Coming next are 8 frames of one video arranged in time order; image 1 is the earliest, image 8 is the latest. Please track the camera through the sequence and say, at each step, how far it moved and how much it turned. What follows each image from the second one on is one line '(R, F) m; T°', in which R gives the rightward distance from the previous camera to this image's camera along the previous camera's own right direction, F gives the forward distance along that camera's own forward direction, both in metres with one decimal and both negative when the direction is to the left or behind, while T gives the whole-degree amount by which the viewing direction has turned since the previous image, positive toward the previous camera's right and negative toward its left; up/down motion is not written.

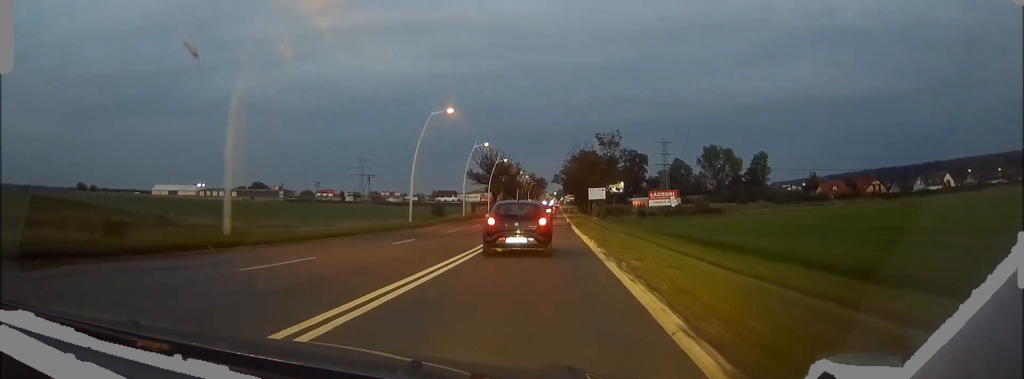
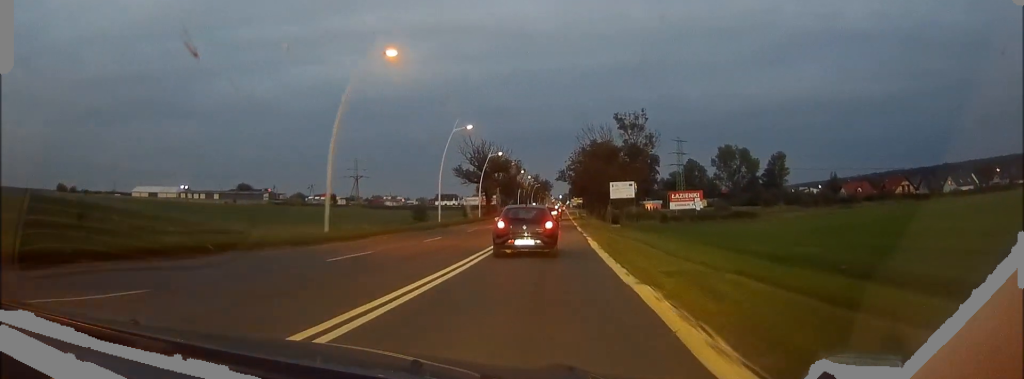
(-0.1, +20.4) m; 0°
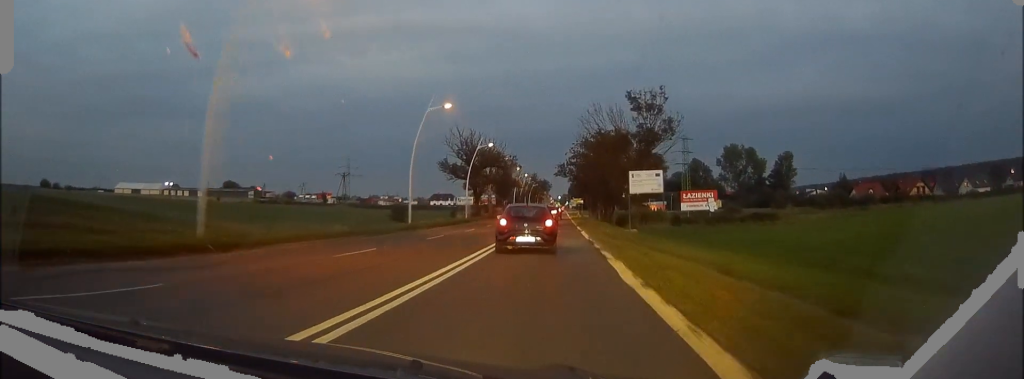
(0.0, +12.0) m; 0°
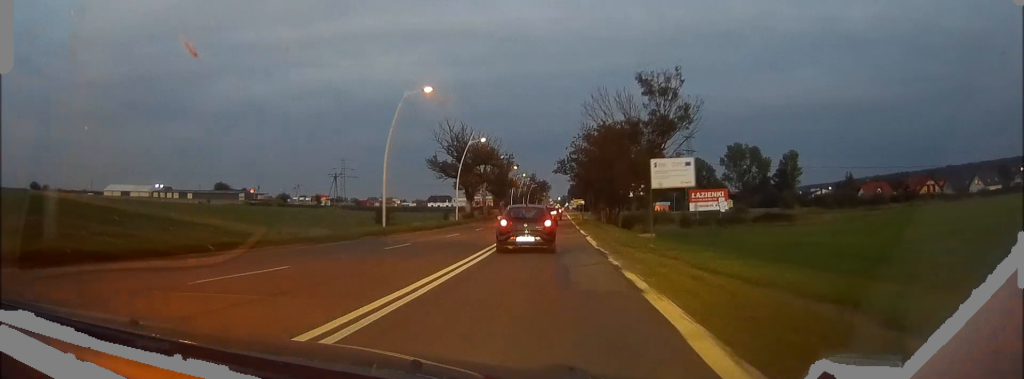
(0.0, +7.4) m; 0°
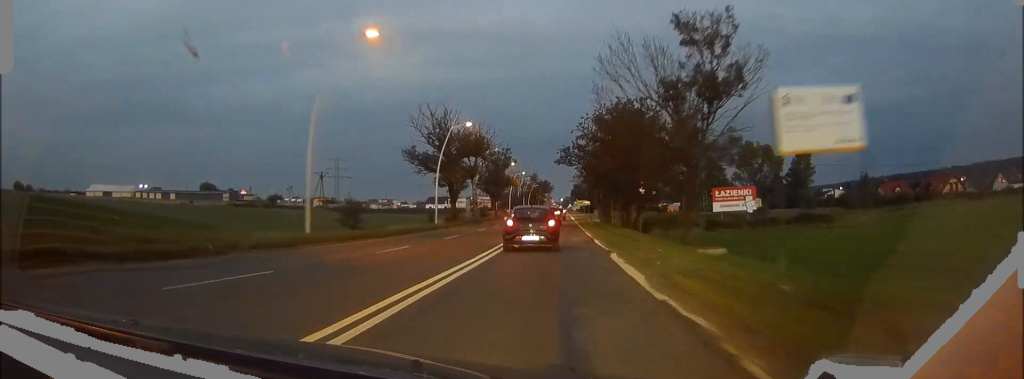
(-0.1, +13.6) m; 0°
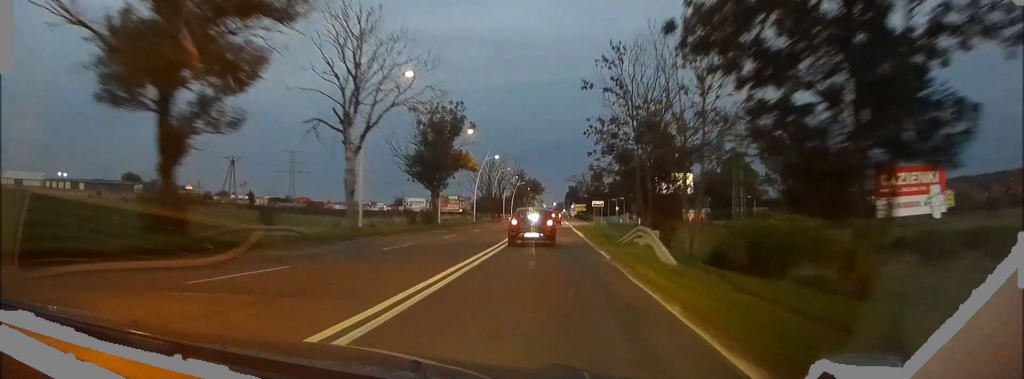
(+0.4, +48.0) m; +1°
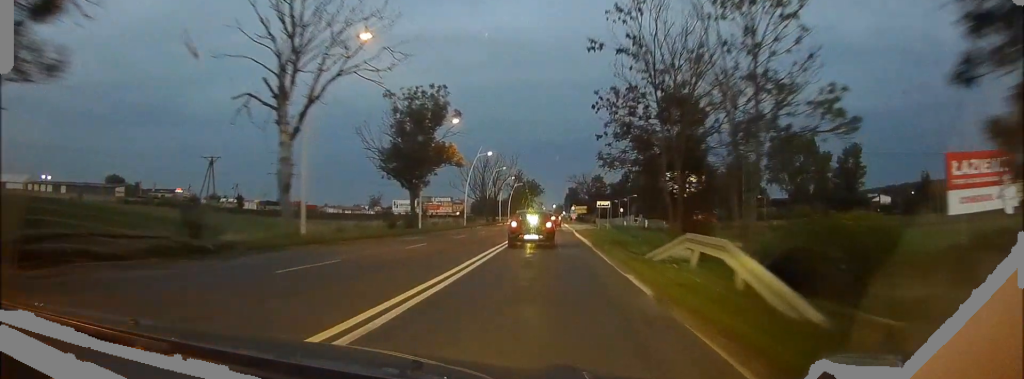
(0.0, +8.7) m; 0°
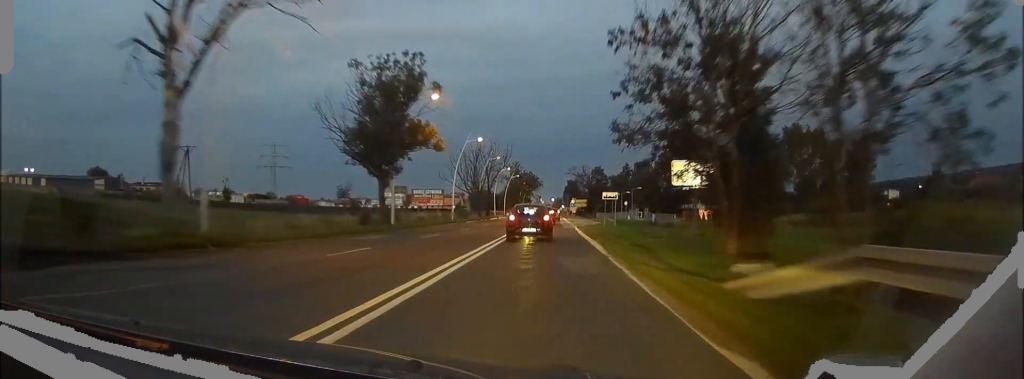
(0.0, +8.7) m; 0°
